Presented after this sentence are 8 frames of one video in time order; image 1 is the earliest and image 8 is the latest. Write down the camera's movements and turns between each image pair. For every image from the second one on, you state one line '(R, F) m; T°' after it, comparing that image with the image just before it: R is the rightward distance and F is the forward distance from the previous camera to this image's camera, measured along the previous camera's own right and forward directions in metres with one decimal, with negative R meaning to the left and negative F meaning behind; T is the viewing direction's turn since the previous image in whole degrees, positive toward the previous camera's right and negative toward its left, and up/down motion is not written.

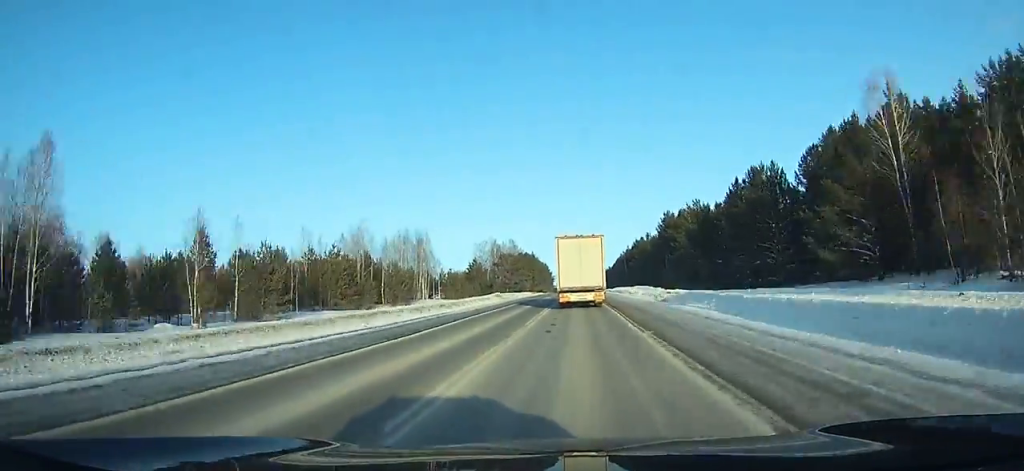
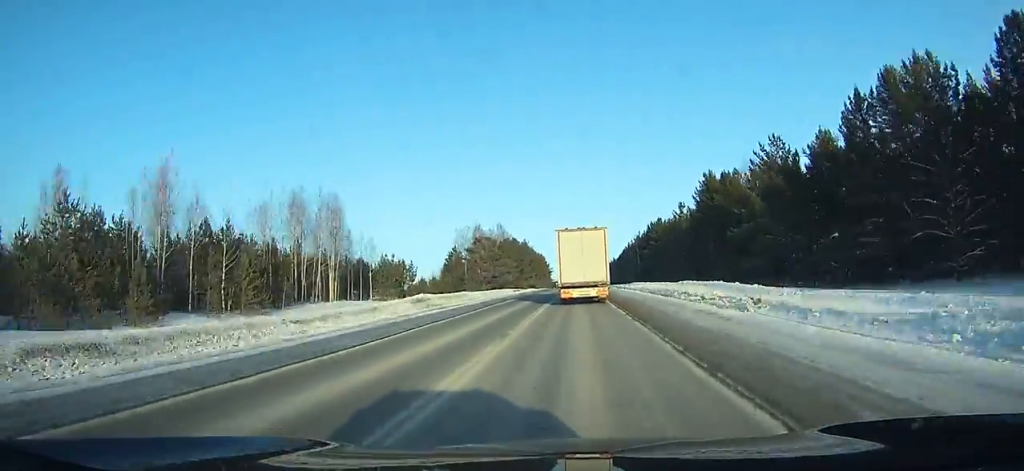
(-0.1, +37.6) m; 0°
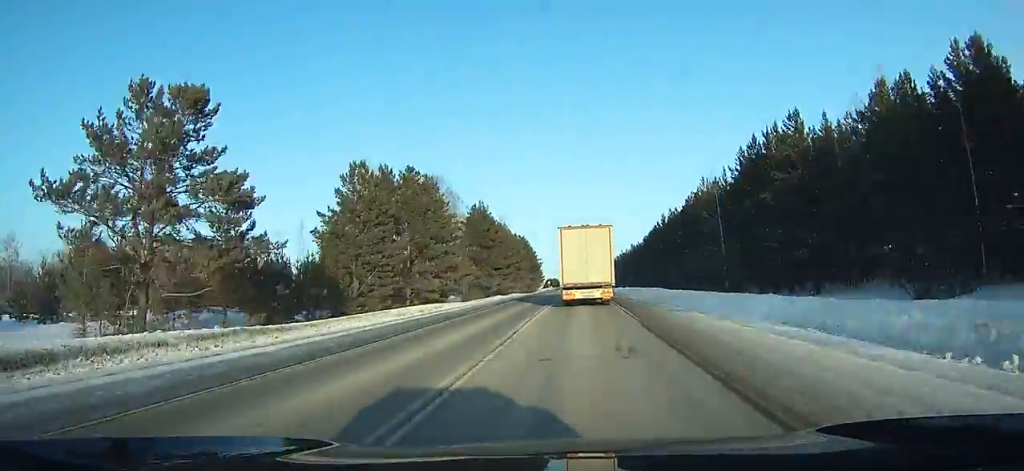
(+0.2, +88.7) m; 0°
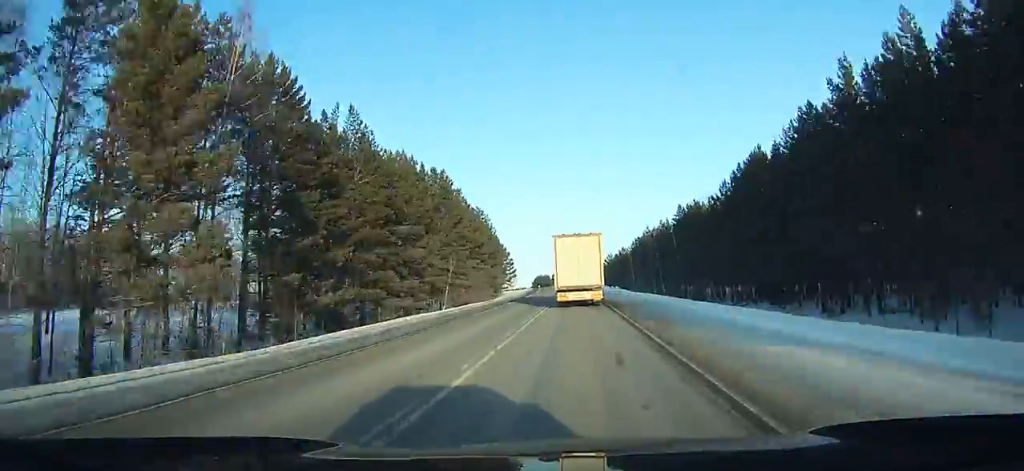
(+0.6, +100.5) m; 0°
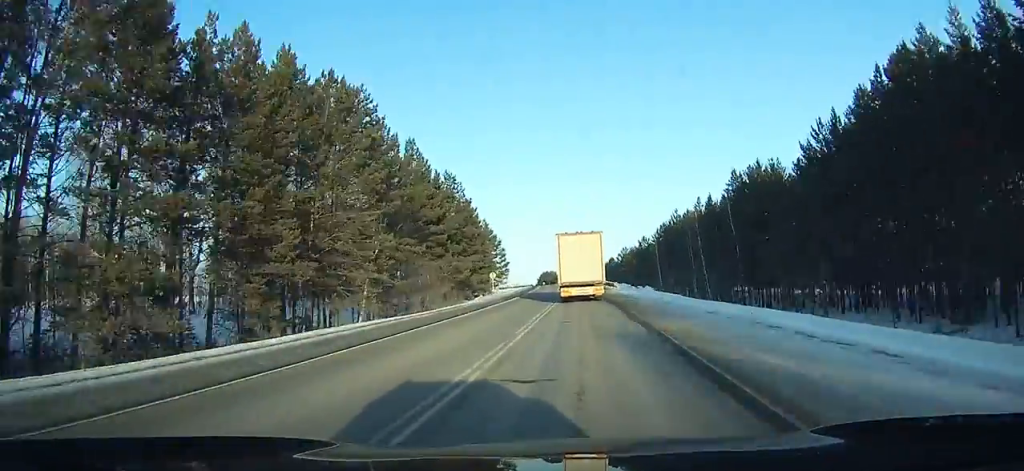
(-0.2, +31.0) m; -1°
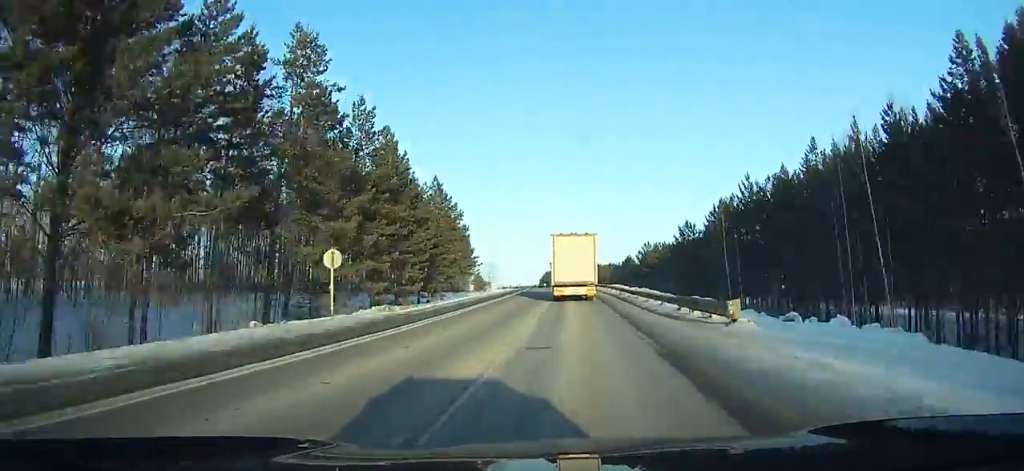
(-0.3, +42.3) m; -1°
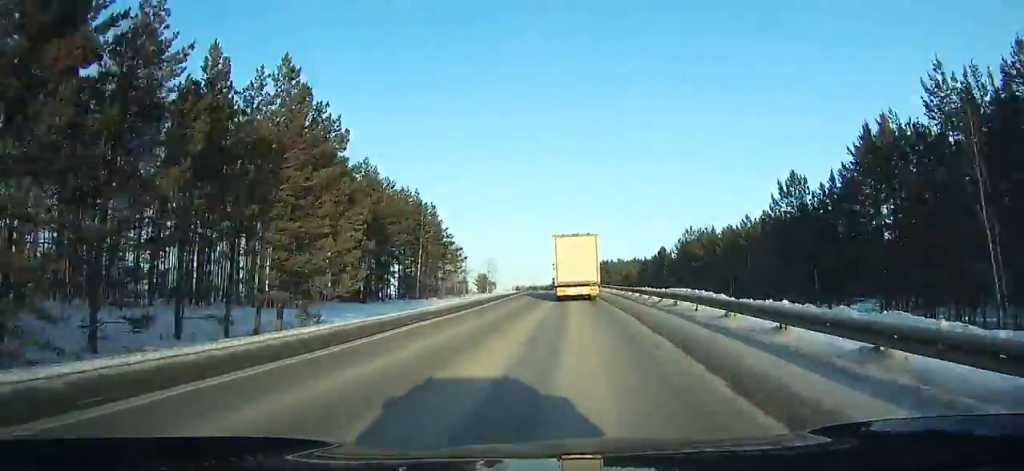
(-0.1, +38.1) m; -1°
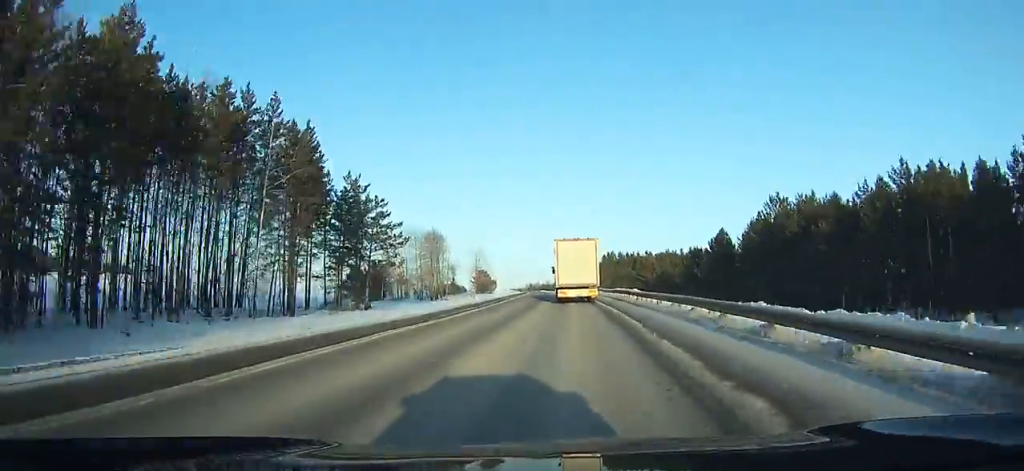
(-0.9, +43.4) m; -1°
